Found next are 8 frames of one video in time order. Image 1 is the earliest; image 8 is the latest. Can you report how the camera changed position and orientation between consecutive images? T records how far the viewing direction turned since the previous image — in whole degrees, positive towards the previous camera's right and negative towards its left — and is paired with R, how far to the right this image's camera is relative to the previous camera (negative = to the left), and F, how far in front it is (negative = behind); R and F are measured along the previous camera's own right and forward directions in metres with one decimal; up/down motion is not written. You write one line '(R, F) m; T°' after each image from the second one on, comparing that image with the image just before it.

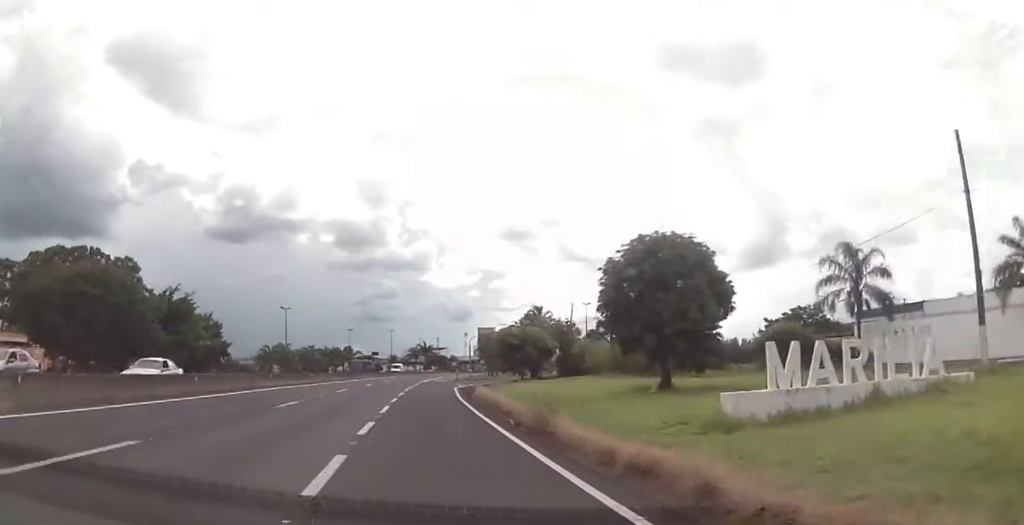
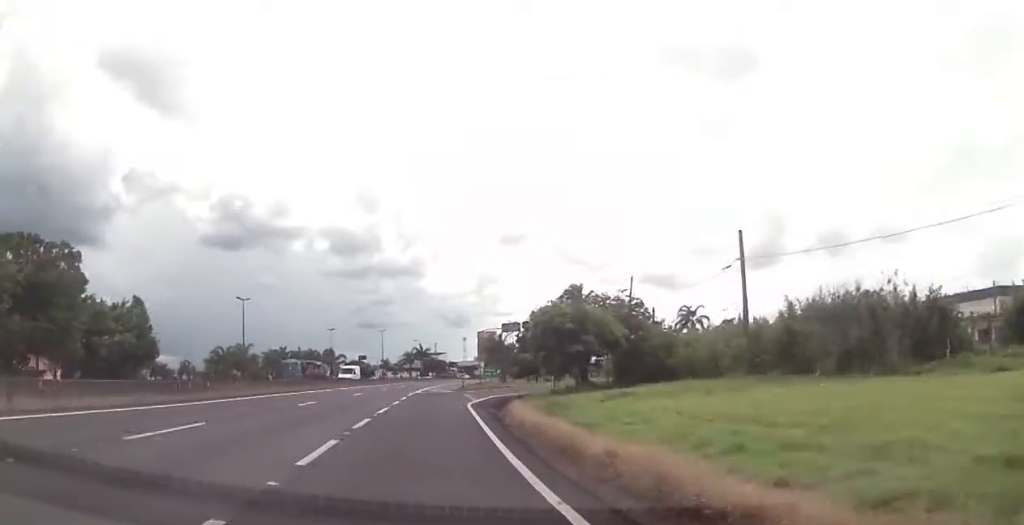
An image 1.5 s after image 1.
(+0.7, +28.0) m; +1°
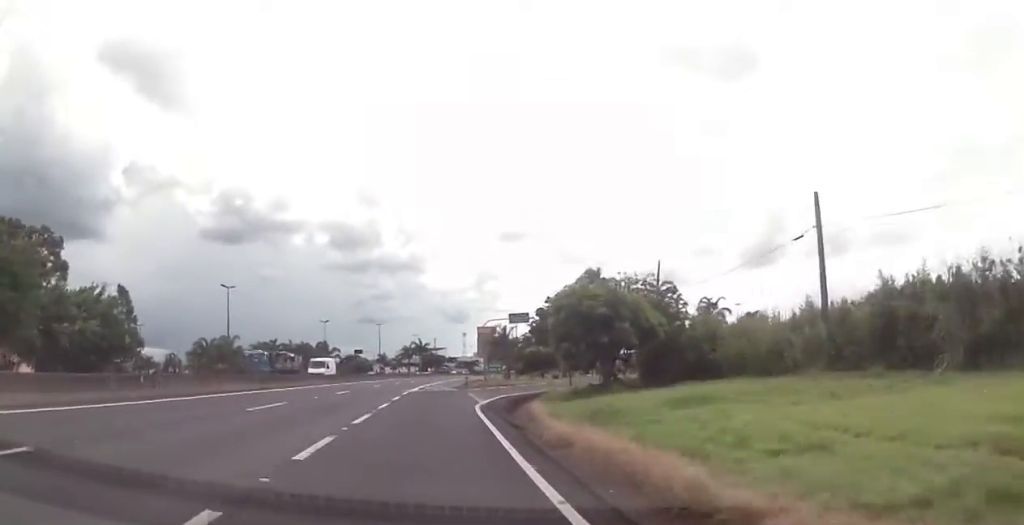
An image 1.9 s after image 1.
(-0.2, +7.7) m; 0°
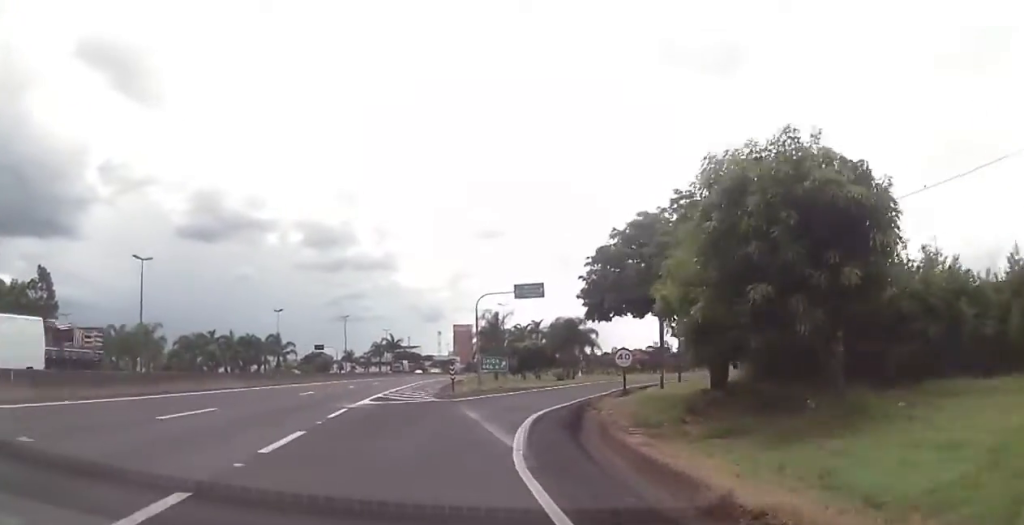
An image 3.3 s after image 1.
(+0.1, +23.6) m; +2°
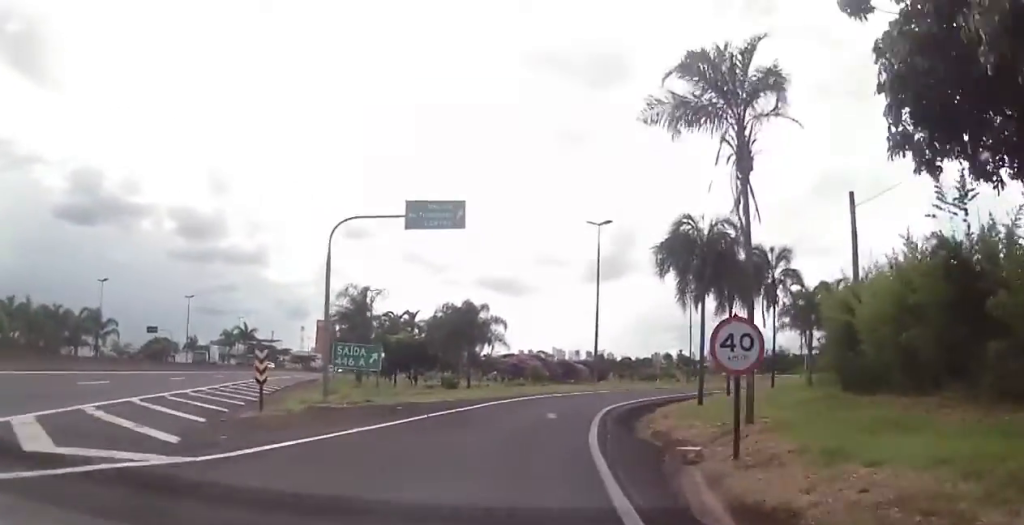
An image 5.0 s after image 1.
(+0.3, +26.2) m; +3°
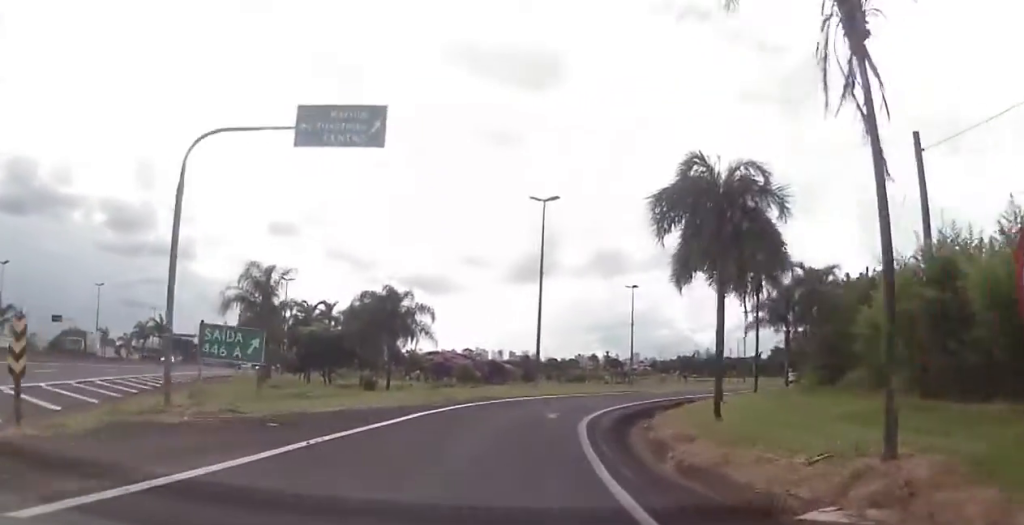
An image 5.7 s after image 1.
(0.0, +9.2) m; +4°
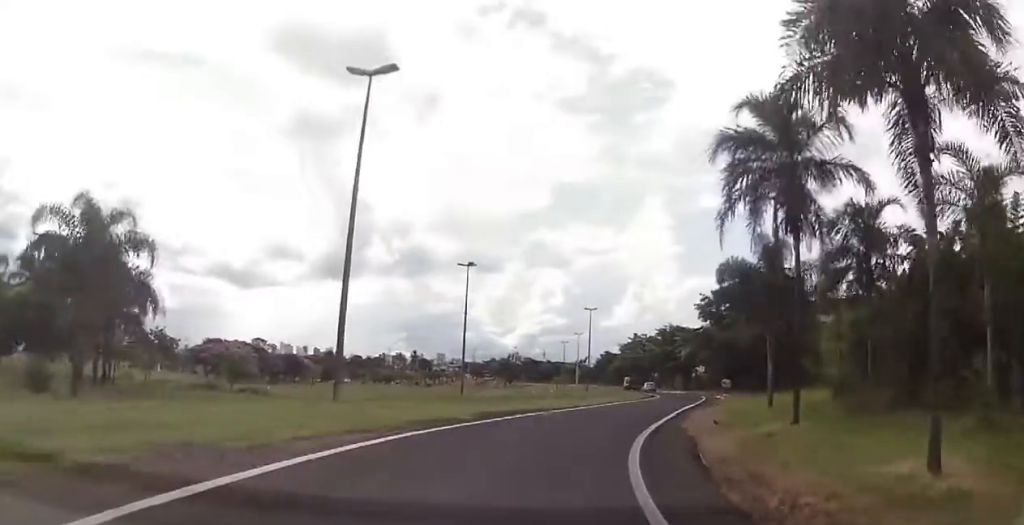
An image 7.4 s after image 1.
(+2.9, +21.7) m; +15°
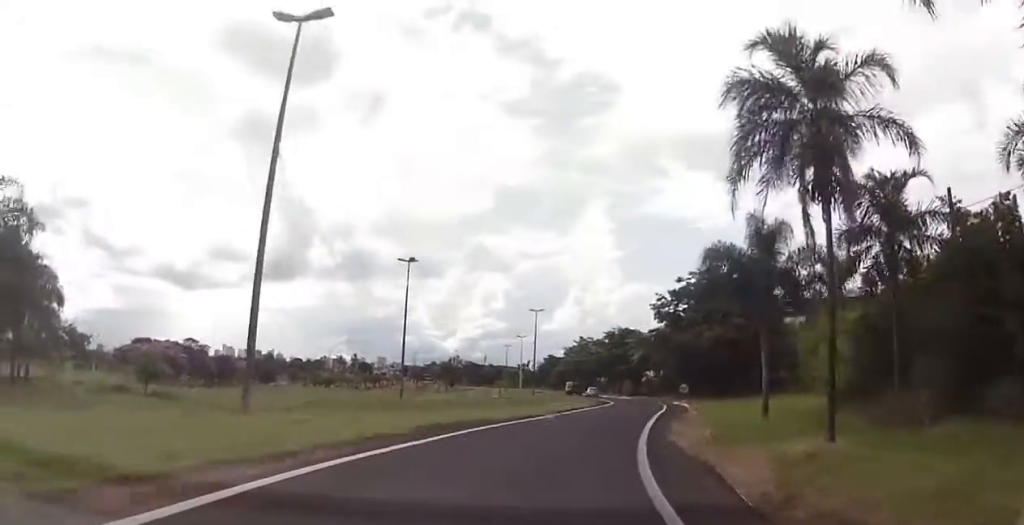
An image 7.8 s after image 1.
(+0.3, +4.8) m; +4°
